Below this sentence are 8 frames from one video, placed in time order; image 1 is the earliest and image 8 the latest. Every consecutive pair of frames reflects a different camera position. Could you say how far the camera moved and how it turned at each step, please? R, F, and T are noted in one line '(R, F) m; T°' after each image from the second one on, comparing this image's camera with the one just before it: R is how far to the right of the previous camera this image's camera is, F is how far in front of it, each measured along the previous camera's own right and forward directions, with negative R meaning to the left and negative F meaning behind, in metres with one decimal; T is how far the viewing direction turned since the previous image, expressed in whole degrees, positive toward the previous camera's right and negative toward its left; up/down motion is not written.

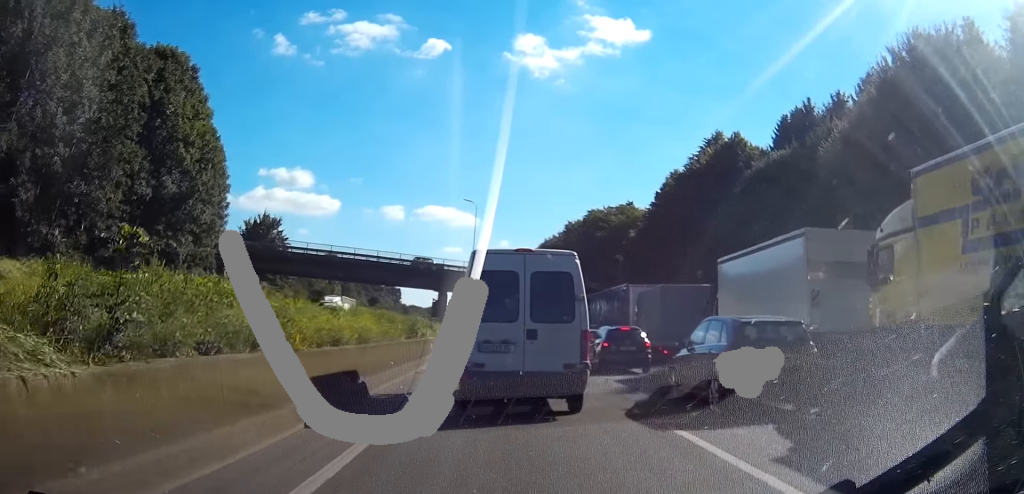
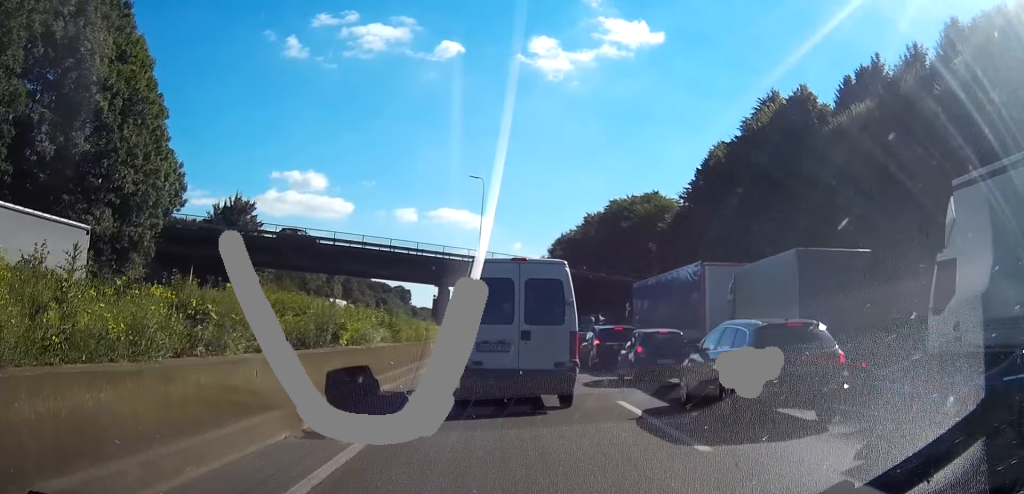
(+0.6, +14.5) m; +6°
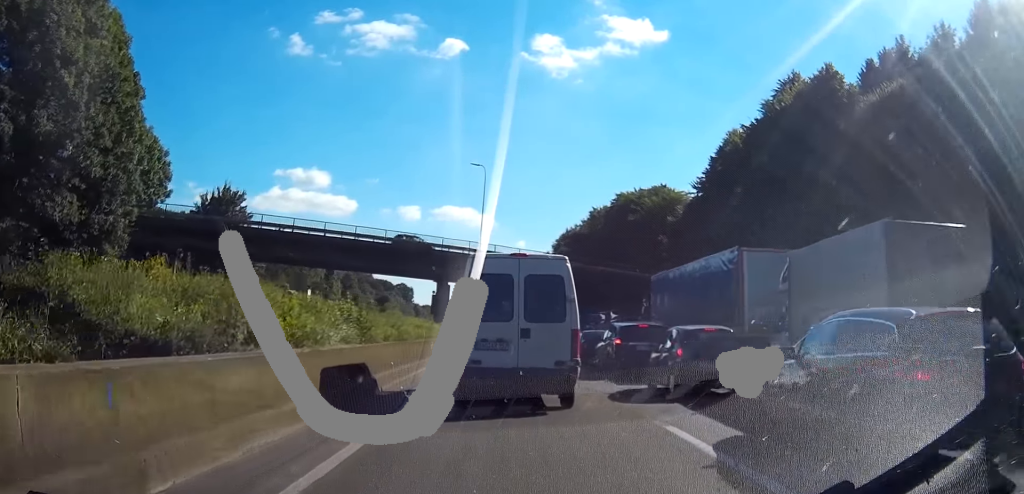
(+0.1, +4.1) m; +2°
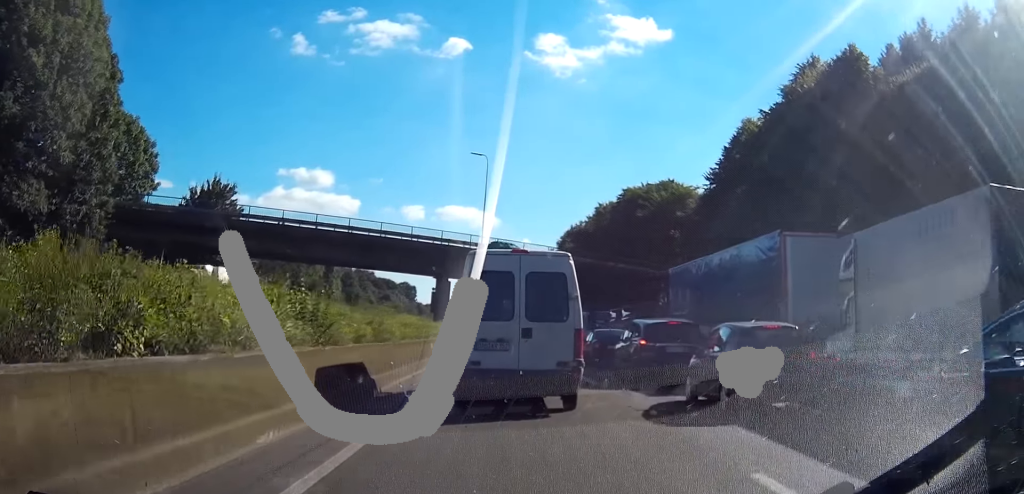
(0.0, +3.2) m; +1°
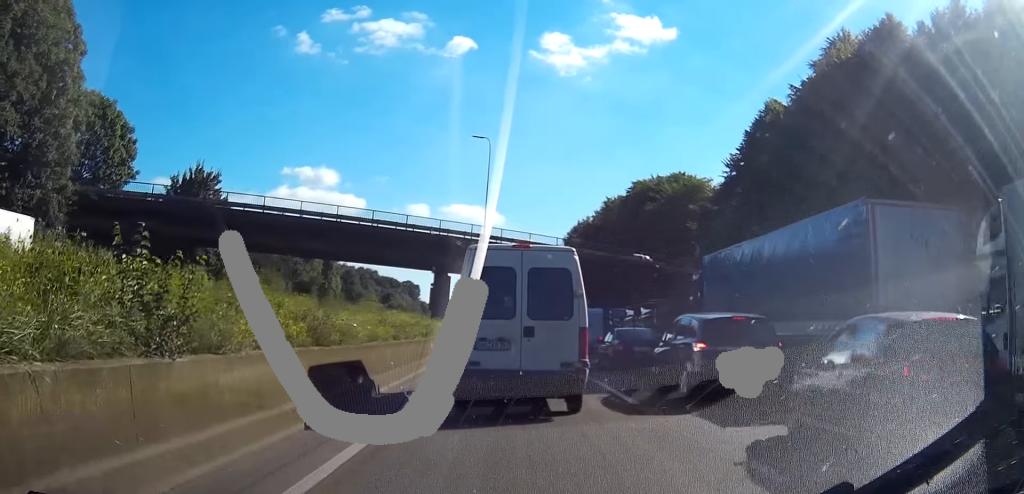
(0.0, +4.7) m; 0°
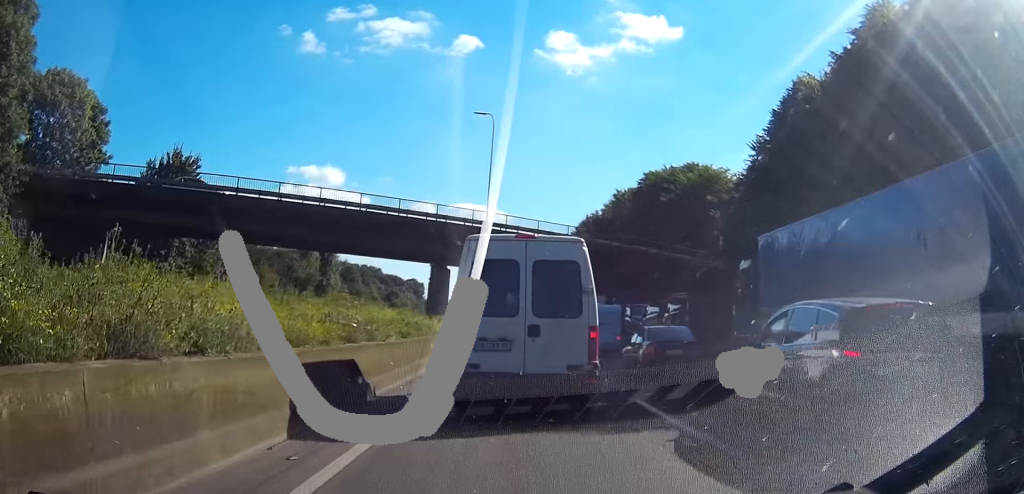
(0.0, +5.4) m; +3°
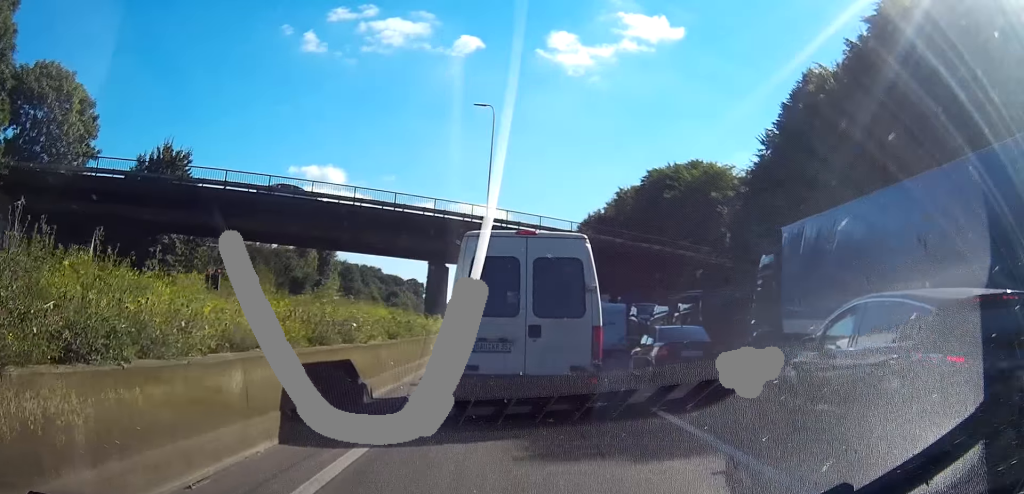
(+0.1, +1.9) m; +1°
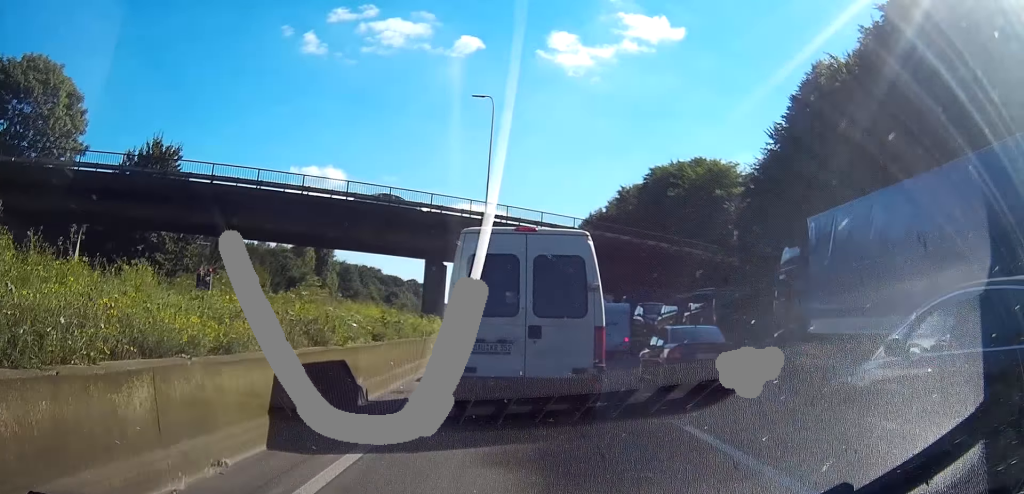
(+0.1, +1.9) m; +1°
